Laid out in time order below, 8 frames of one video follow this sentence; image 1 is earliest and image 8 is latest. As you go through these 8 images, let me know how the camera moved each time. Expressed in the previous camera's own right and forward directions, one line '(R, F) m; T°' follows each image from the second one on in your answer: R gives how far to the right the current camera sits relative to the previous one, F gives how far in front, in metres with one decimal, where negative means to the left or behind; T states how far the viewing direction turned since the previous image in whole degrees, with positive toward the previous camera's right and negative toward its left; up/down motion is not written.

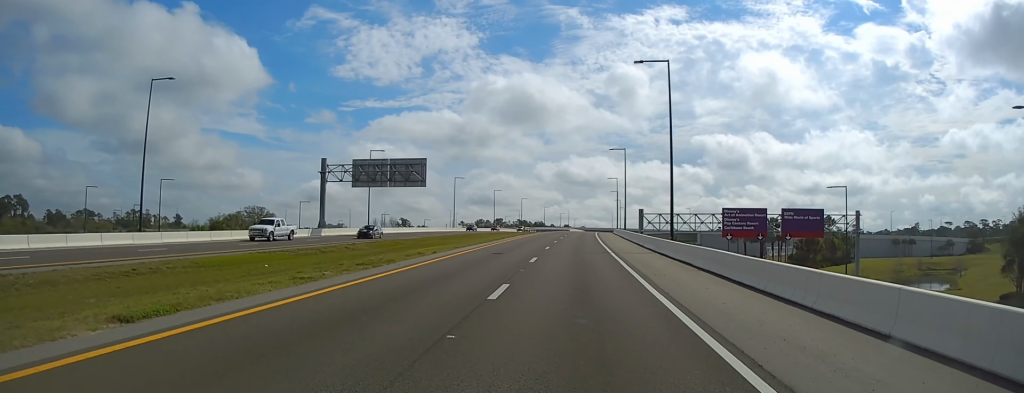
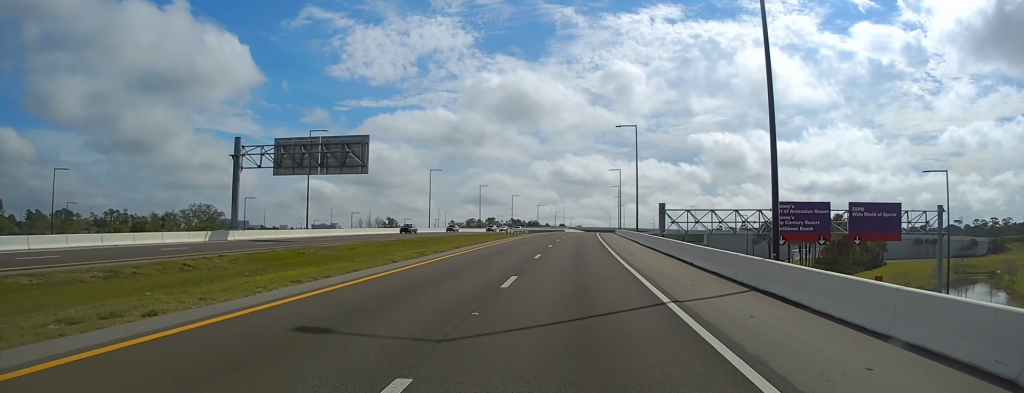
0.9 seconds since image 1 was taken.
(+0.2, +21.9) m; 0°
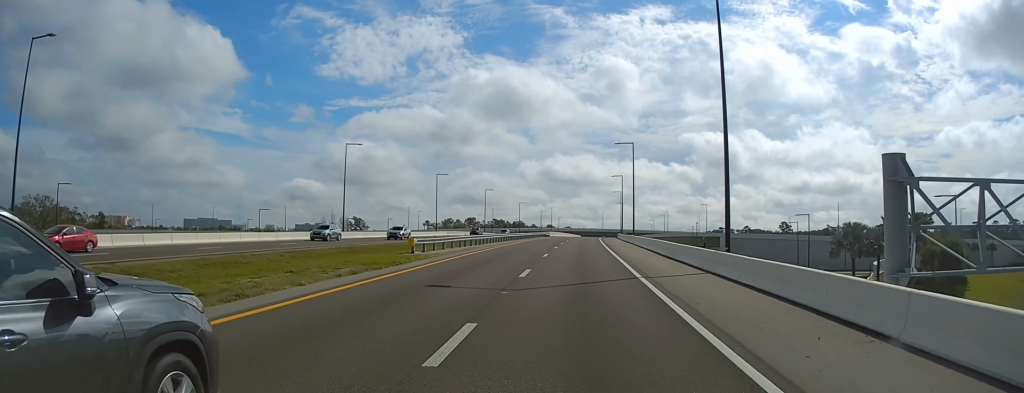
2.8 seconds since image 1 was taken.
(0.0, +44.4) m; +1°
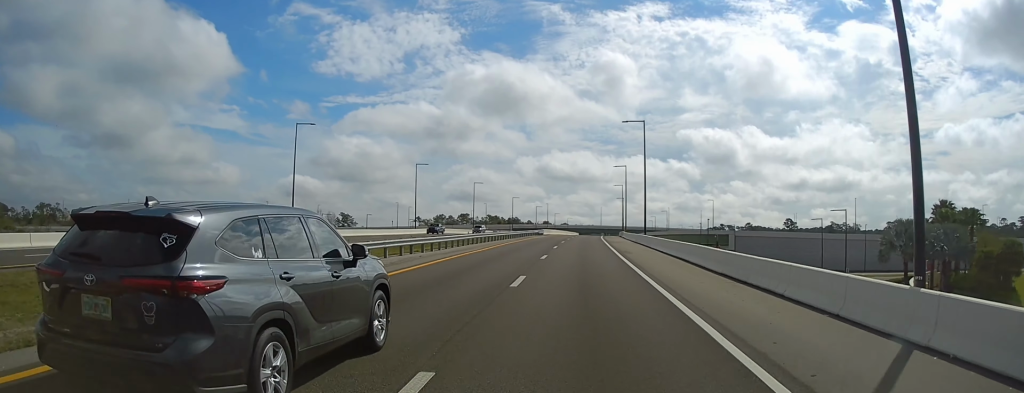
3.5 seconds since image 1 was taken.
(+0.1, +15.4) m; +1°
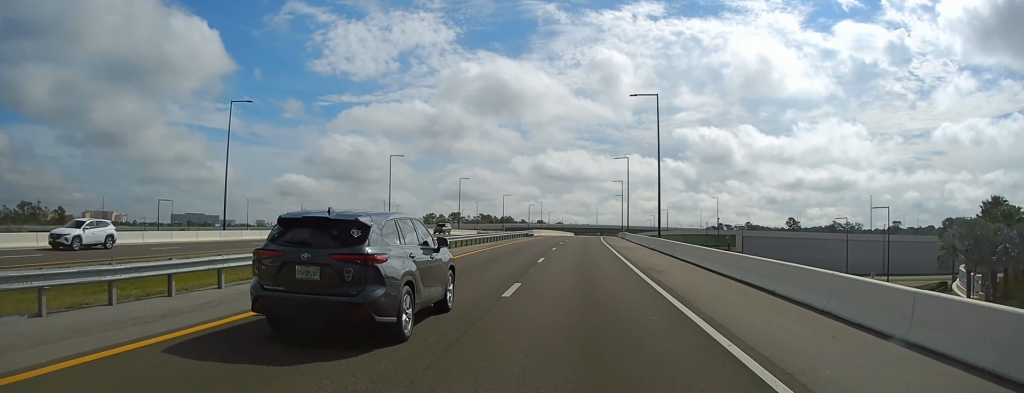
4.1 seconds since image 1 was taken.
(+0.1, +13.8) m; +1°
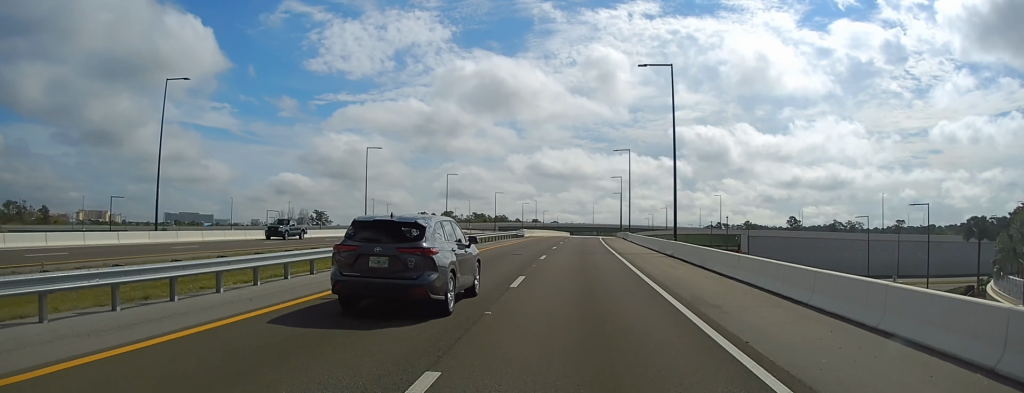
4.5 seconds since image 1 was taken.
(+0.1, +10.0) m; 0°
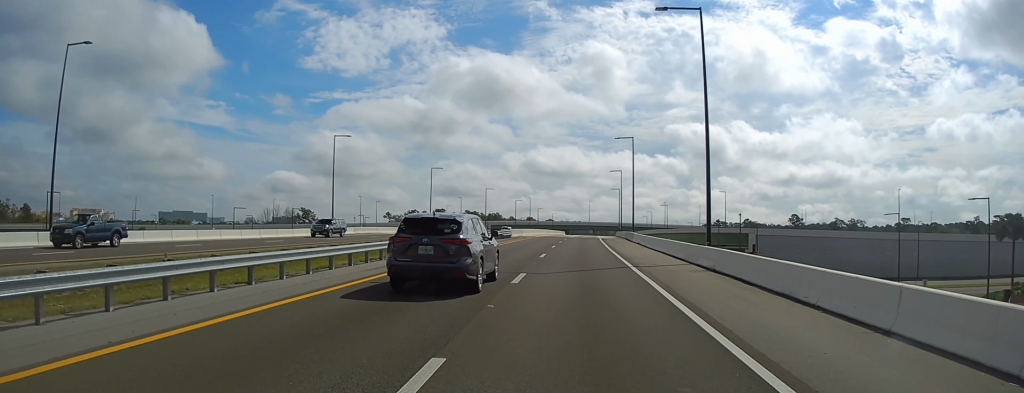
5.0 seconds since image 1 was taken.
(+0.1, +11.5) m; 0°
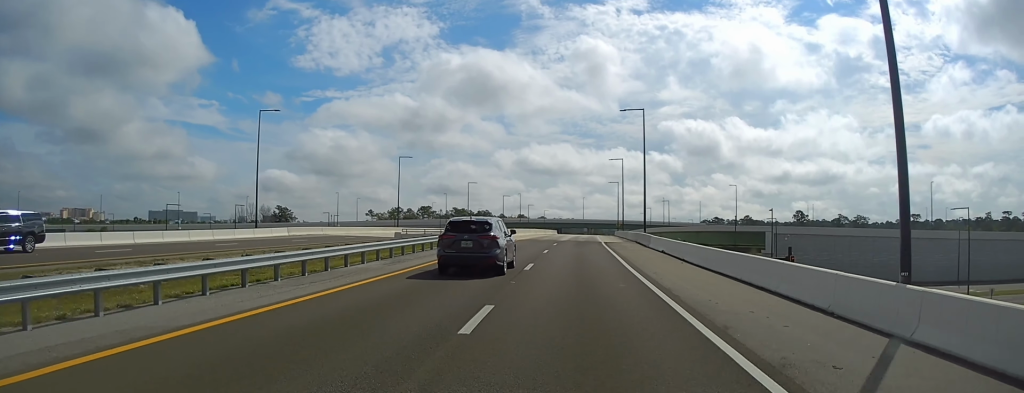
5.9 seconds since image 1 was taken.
(-0.1, +19.2) m; 0°
